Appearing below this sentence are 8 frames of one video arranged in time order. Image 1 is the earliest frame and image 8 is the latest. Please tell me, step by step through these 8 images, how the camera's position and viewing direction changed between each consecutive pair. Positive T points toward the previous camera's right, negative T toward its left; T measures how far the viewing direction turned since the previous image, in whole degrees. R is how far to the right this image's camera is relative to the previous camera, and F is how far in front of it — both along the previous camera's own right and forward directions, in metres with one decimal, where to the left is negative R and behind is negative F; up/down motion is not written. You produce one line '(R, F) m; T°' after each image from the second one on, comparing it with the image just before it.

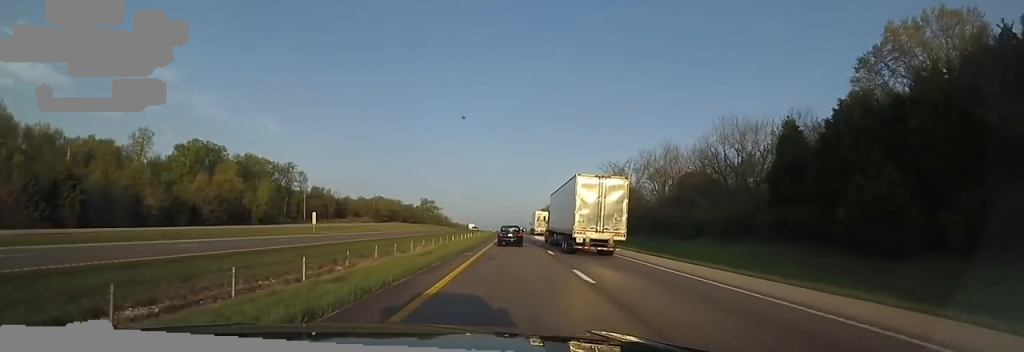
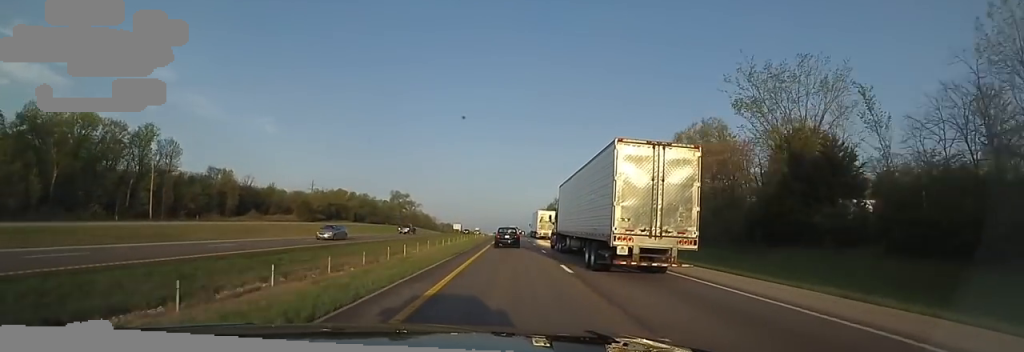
(-0.3, +70.9) m; -1°
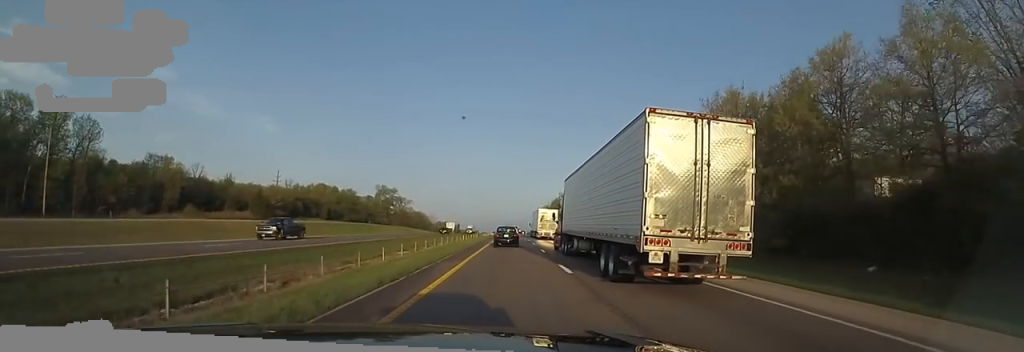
(+0.3, +25.8) m; 0°
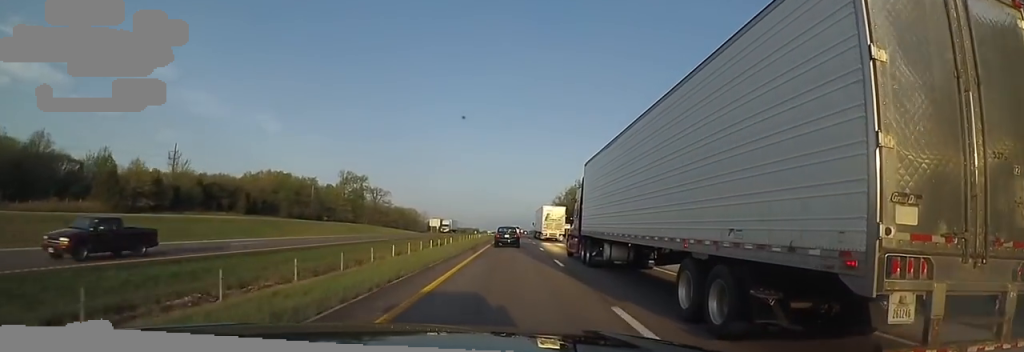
(+0.1, +47.9) m; +2°
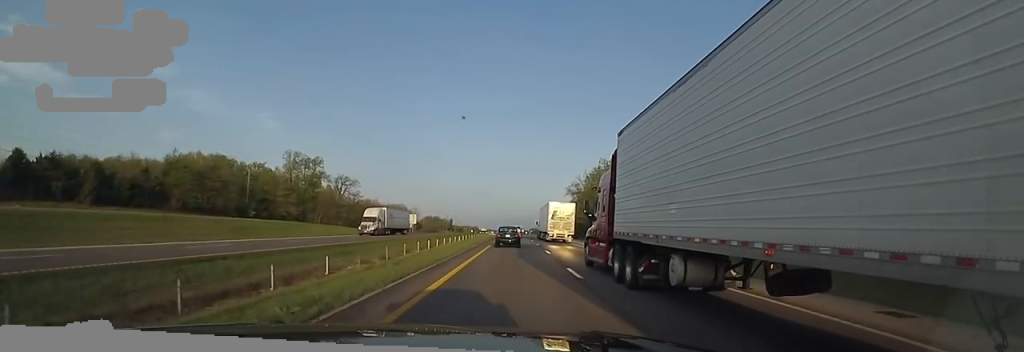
(+0.8, +41.3) m; 0°
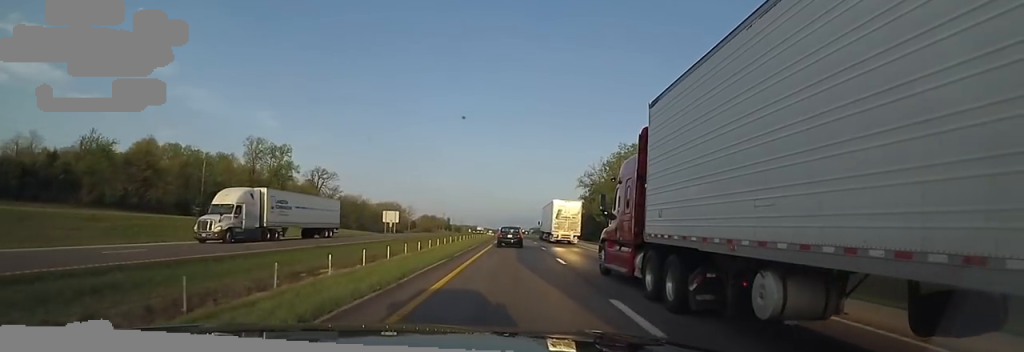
(-0.9, +19.3) m; 0°
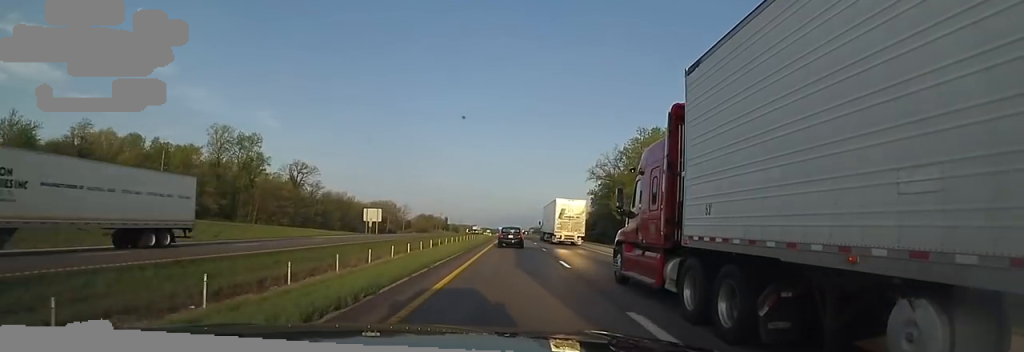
(+0.3, +13.5) m; 0°
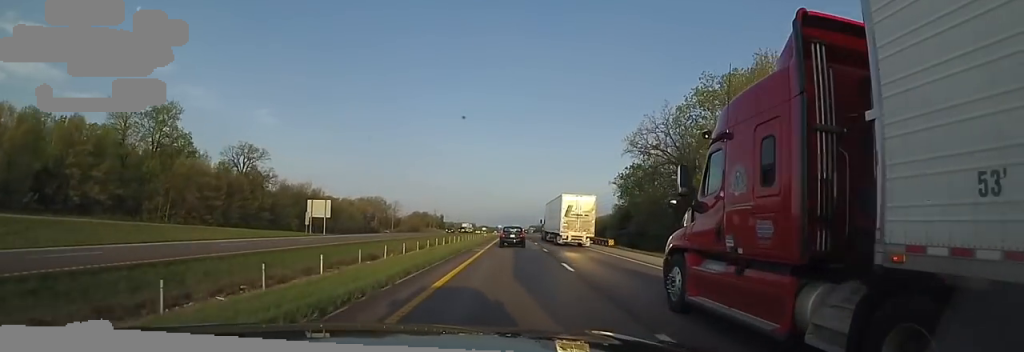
(+0.9, +25.7) m; 0°
